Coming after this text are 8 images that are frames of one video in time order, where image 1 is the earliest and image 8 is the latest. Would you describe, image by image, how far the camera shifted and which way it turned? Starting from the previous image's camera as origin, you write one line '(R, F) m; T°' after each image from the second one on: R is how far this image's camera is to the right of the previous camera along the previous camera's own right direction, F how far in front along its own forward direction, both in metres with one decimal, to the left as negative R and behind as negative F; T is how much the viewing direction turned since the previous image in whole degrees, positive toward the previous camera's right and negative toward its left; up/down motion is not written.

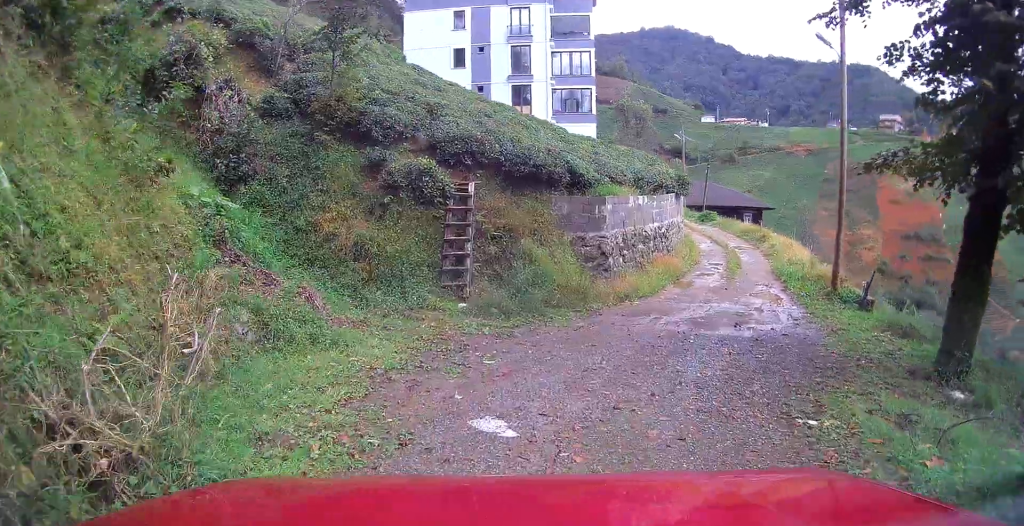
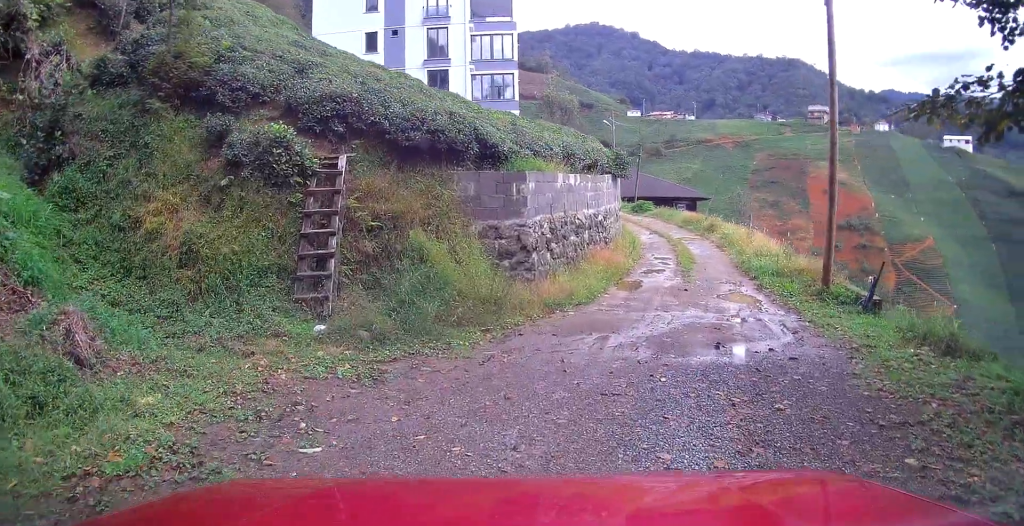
(+0.1, +3.6) m; +5°
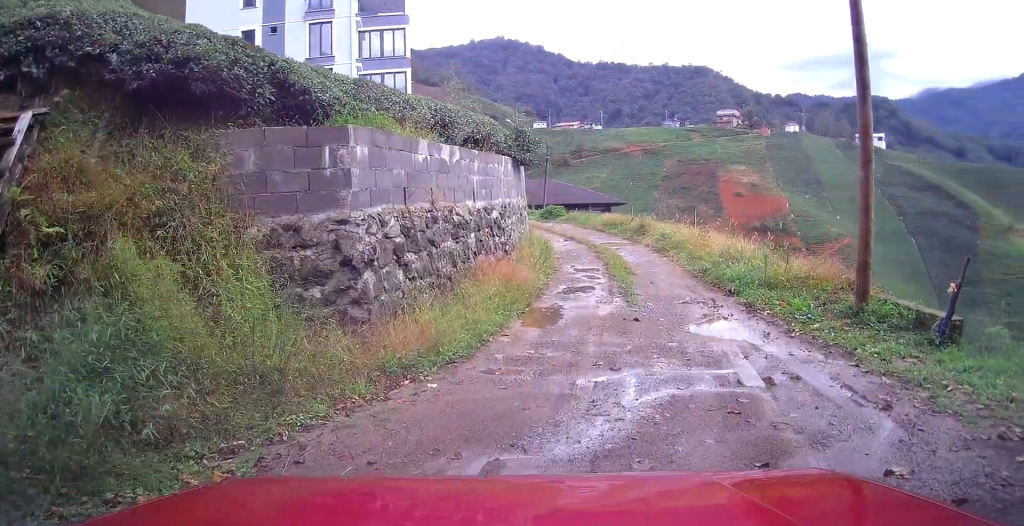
(+0.3, +4.6) m; +7°
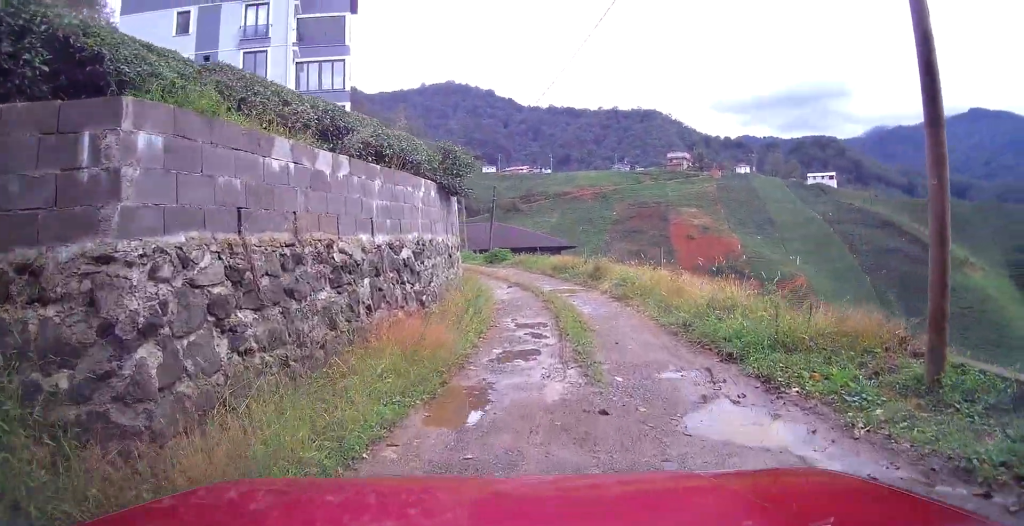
(+0.1, +2.5) m; +4°
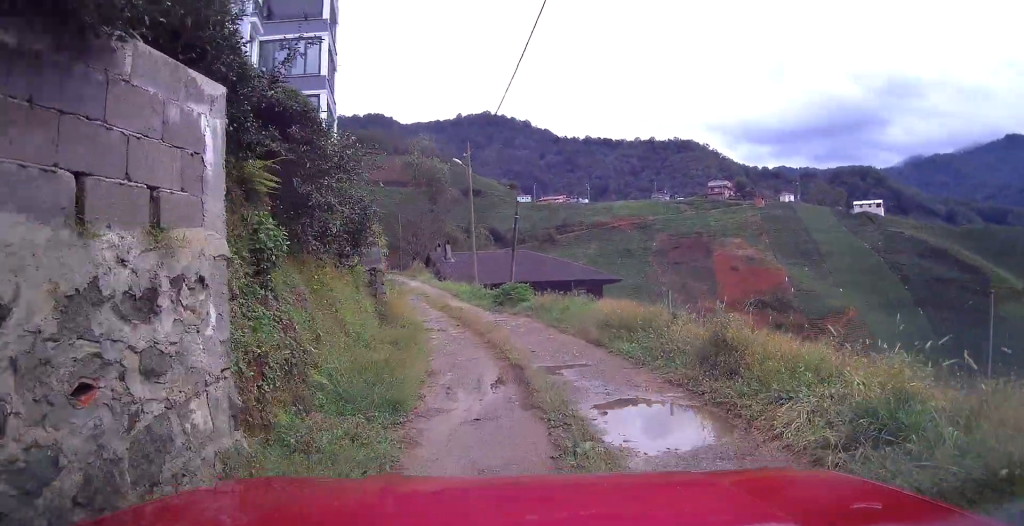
(+0.7, +10.0) m; 0°
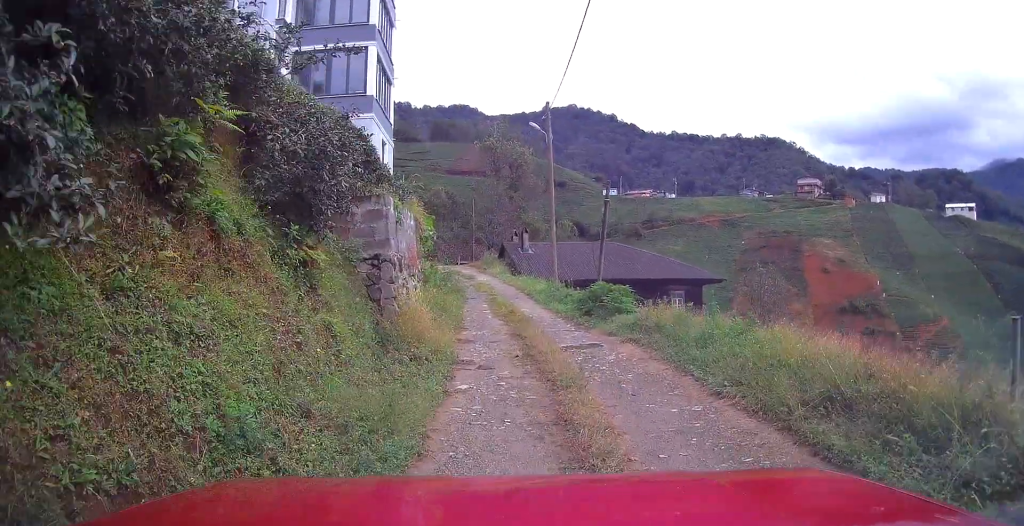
(-0.6, +5.8) m; -9°
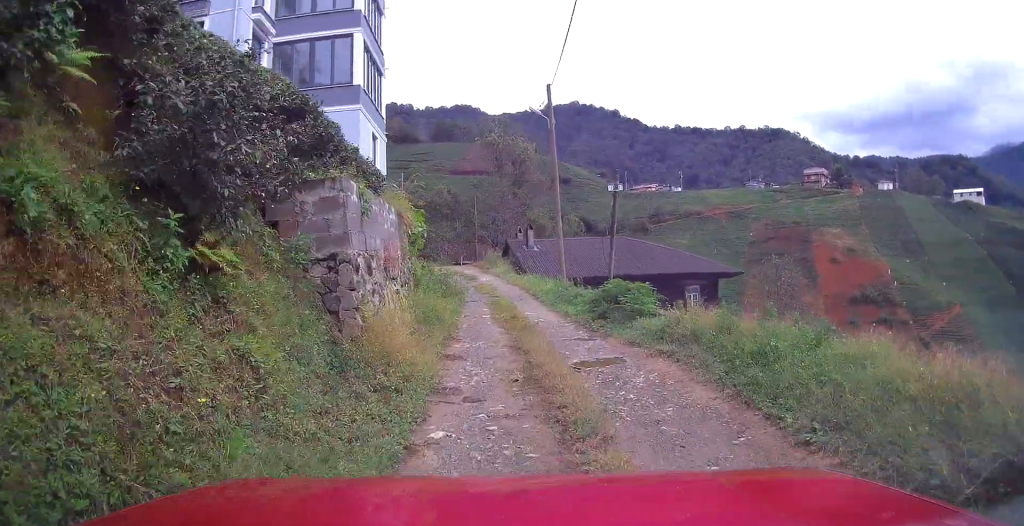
(0.0, +2.0) m; 0°
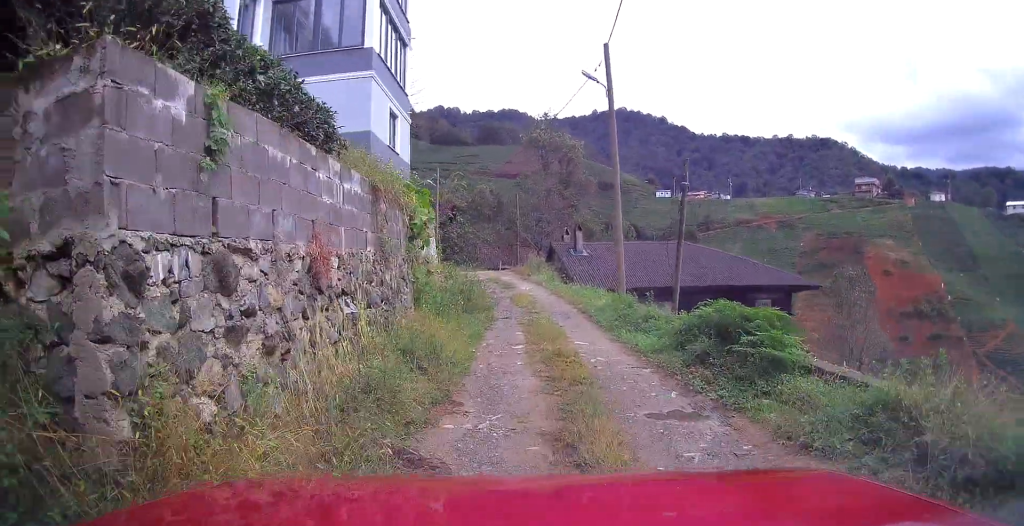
(+0.1, +4.6) m; 0°
